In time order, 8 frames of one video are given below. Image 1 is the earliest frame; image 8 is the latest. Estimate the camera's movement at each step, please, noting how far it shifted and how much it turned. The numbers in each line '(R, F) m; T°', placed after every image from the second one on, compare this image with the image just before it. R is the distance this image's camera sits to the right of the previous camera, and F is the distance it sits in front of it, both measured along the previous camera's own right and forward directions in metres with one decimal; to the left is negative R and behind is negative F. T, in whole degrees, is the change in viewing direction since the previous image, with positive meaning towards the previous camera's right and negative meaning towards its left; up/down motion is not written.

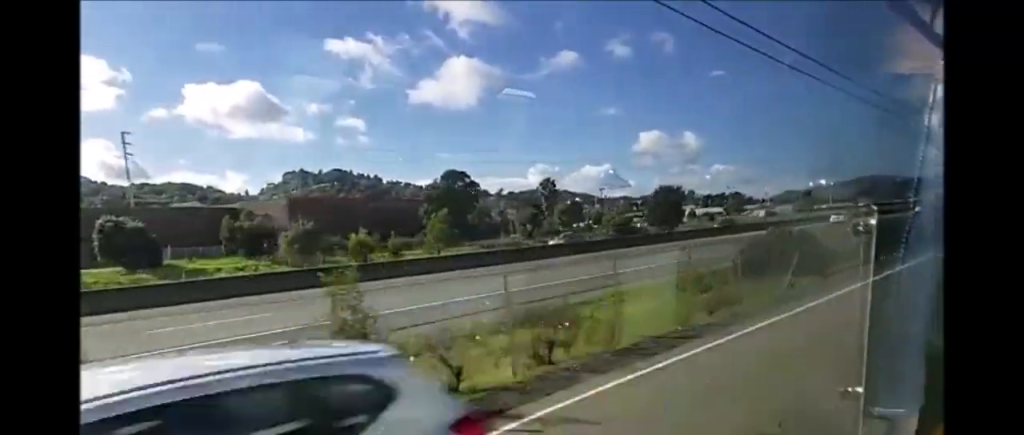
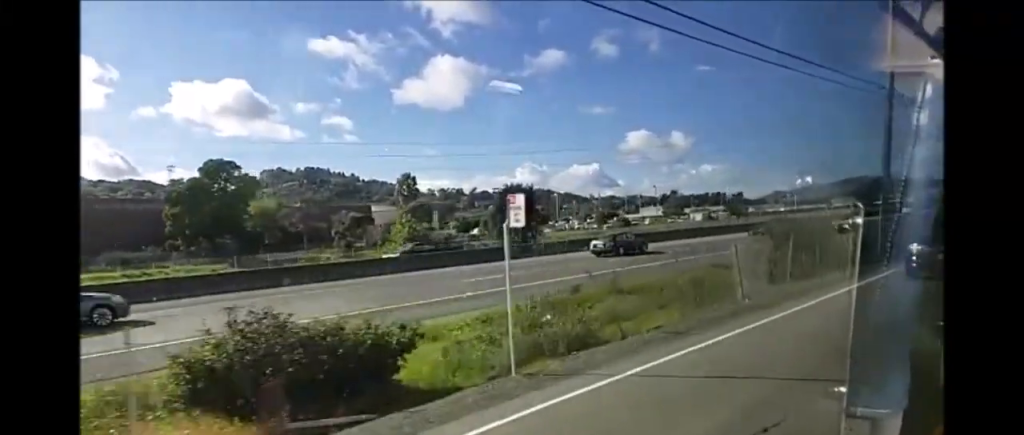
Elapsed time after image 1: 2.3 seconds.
(0.0, +34.4) m; -1°
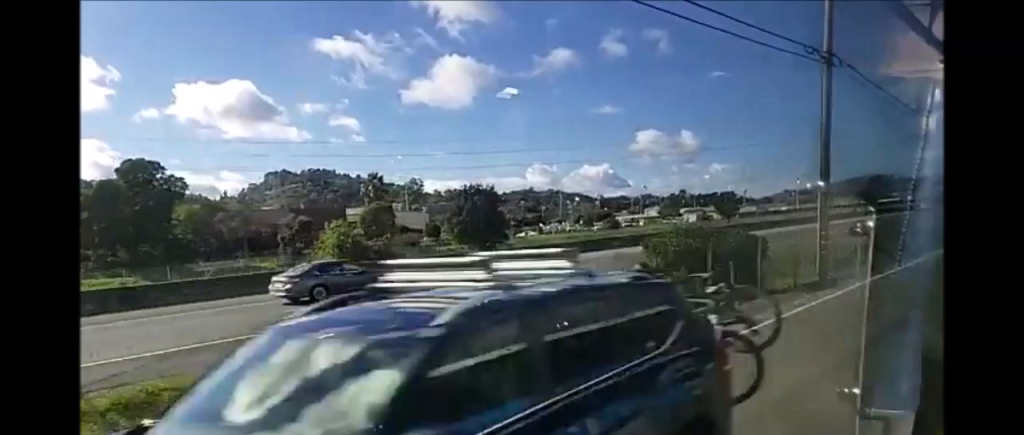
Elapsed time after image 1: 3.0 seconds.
(-0.1, +9.4) m; -1°
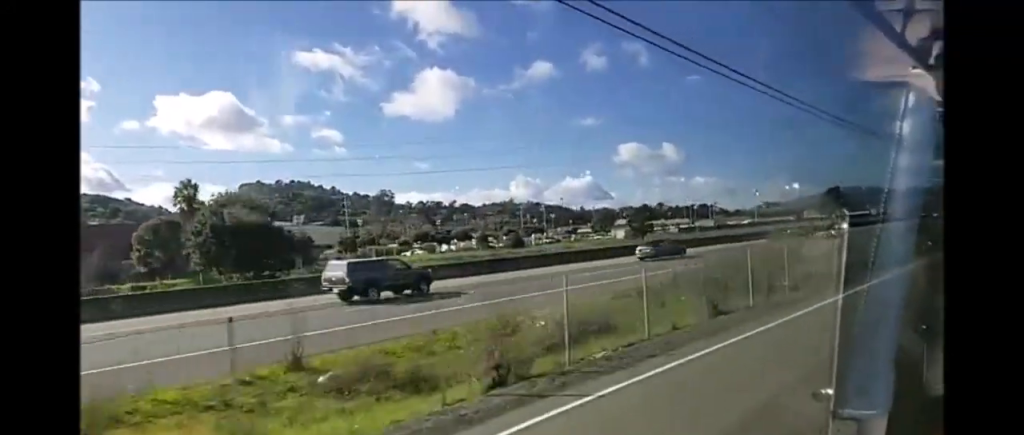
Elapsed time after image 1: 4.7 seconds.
(0.0, +25.4) m; +2°
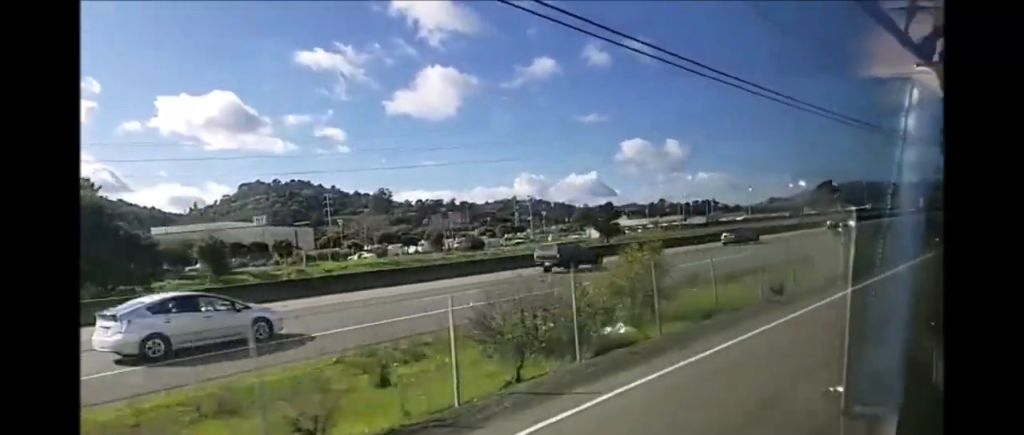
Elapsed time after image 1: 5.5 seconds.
(+0.6, +12.1) m; -1°
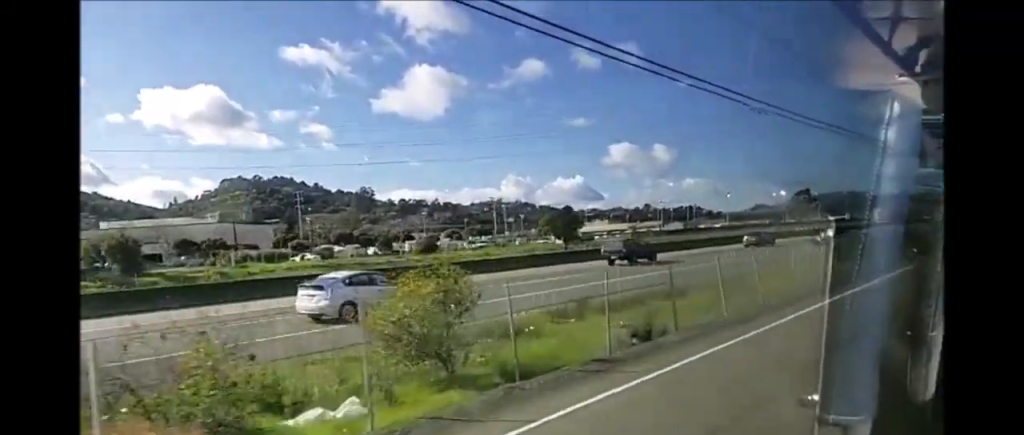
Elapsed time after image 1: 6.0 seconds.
(-0.5, +8.0) m; -1°
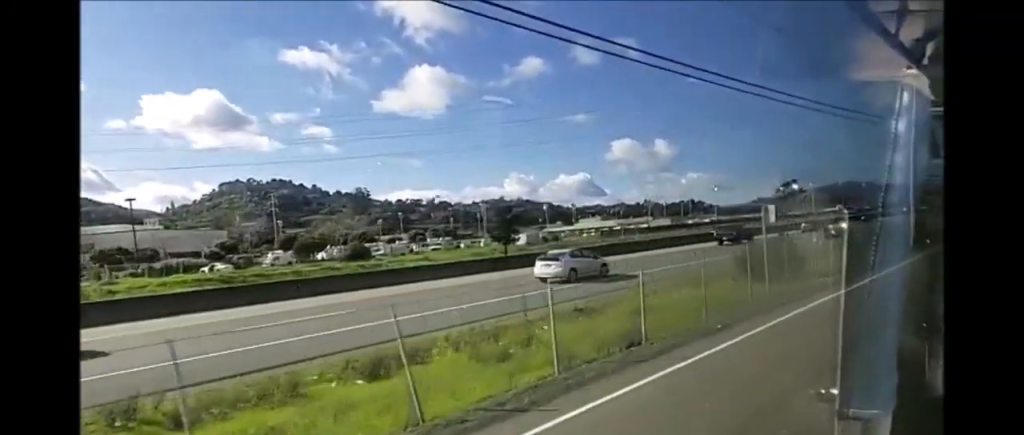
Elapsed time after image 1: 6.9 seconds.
(-0.2, +13.7) m; -1°
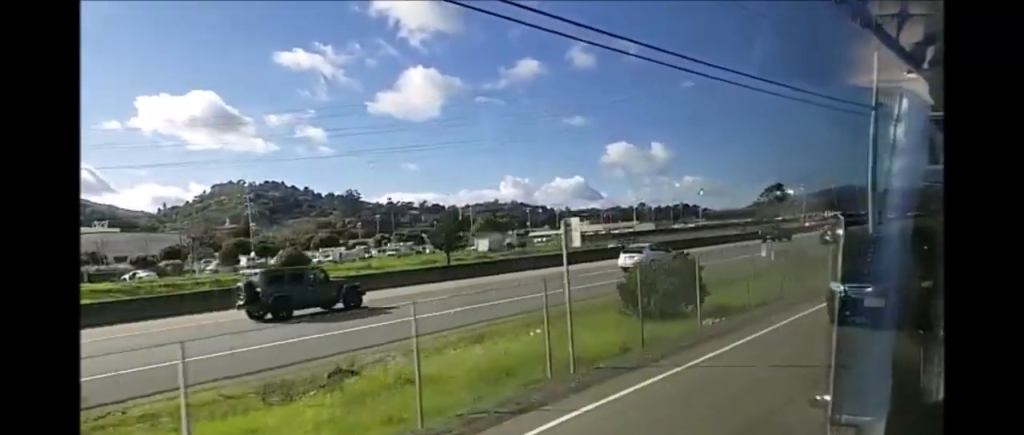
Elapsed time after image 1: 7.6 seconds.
(+0.3, +9.1) m; 0°
